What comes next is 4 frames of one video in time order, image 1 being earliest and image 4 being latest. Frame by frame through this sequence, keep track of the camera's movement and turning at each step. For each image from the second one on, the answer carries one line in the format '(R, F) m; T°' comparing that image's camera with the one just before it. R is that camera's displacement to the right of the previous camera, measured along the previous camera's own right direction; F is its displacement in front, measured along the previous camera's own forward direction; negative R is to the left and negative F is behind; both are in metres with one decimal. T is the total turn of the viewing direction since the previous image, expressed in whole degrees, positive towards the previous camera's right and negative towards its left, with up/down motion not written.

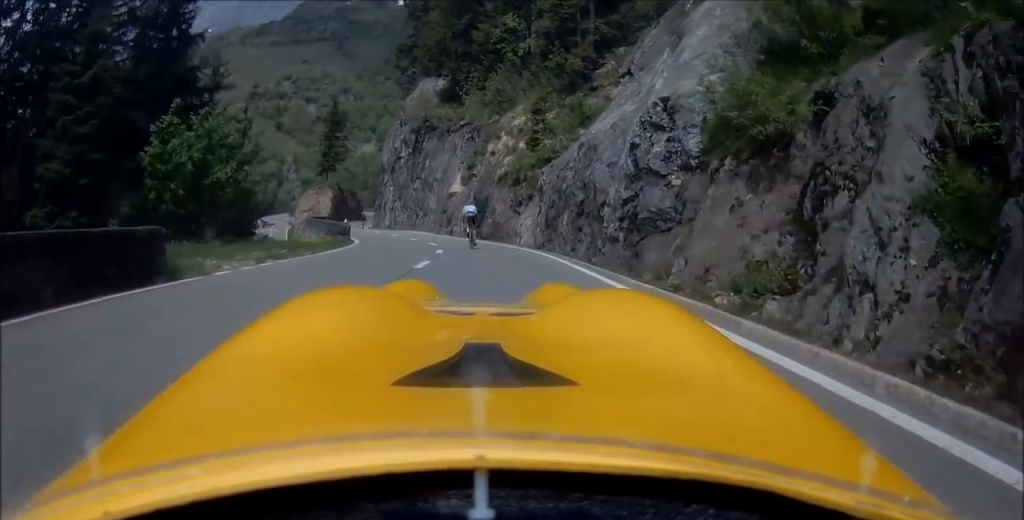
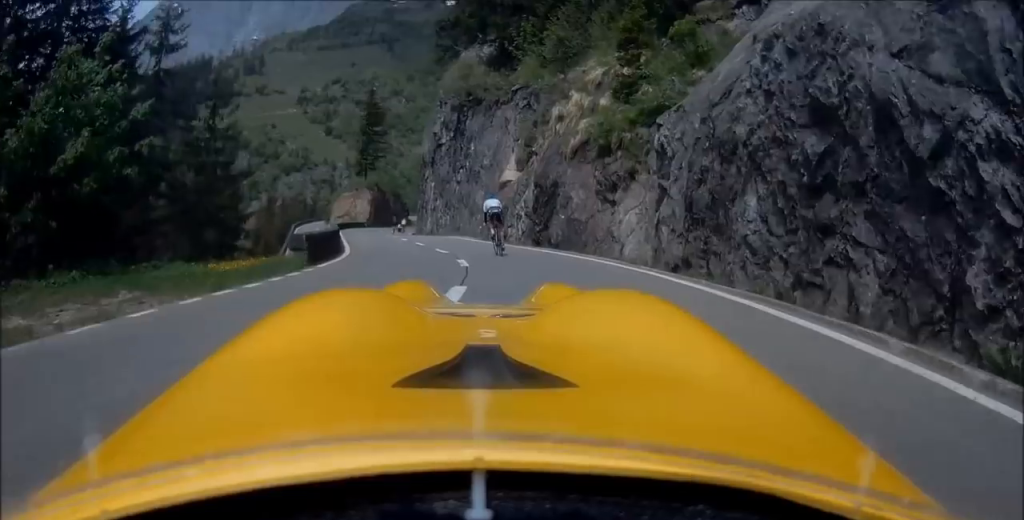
(-1.2, +13.8) m; -6°
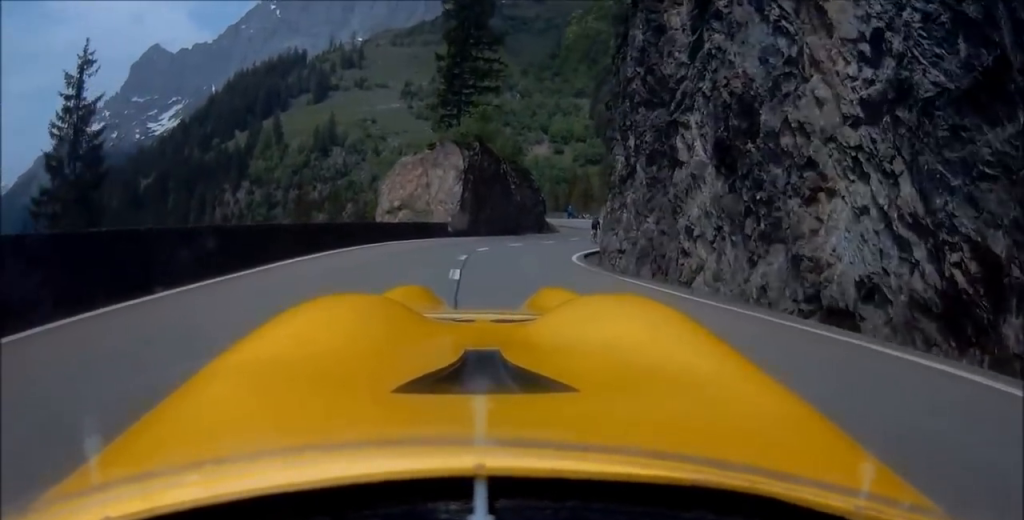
(-3.7, +50.9) m; -14°
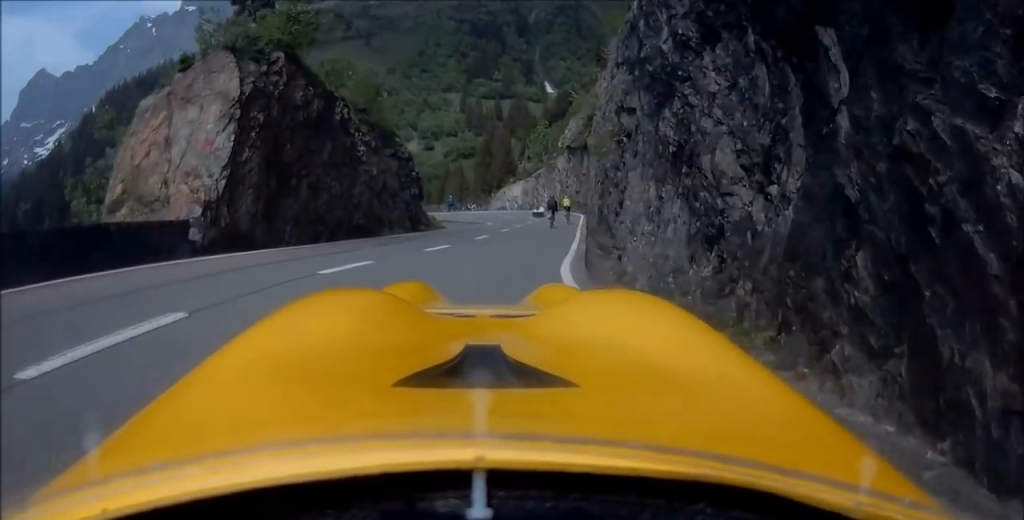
(-3.0, +12.7) m; +2°
